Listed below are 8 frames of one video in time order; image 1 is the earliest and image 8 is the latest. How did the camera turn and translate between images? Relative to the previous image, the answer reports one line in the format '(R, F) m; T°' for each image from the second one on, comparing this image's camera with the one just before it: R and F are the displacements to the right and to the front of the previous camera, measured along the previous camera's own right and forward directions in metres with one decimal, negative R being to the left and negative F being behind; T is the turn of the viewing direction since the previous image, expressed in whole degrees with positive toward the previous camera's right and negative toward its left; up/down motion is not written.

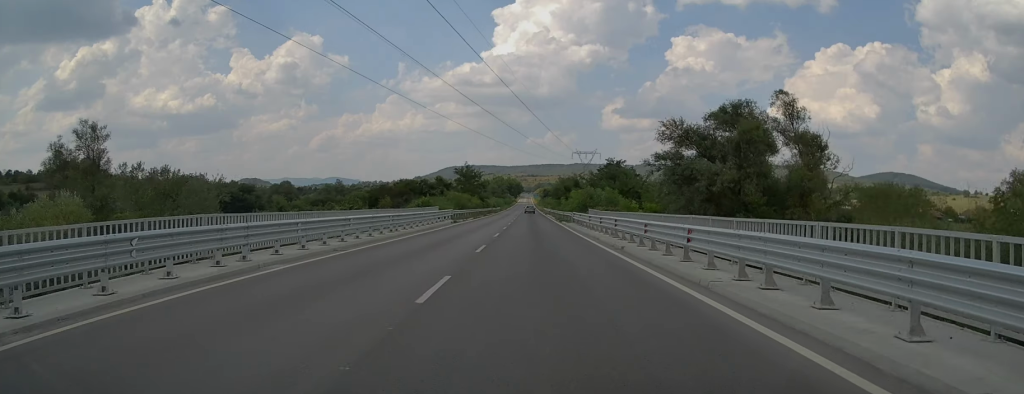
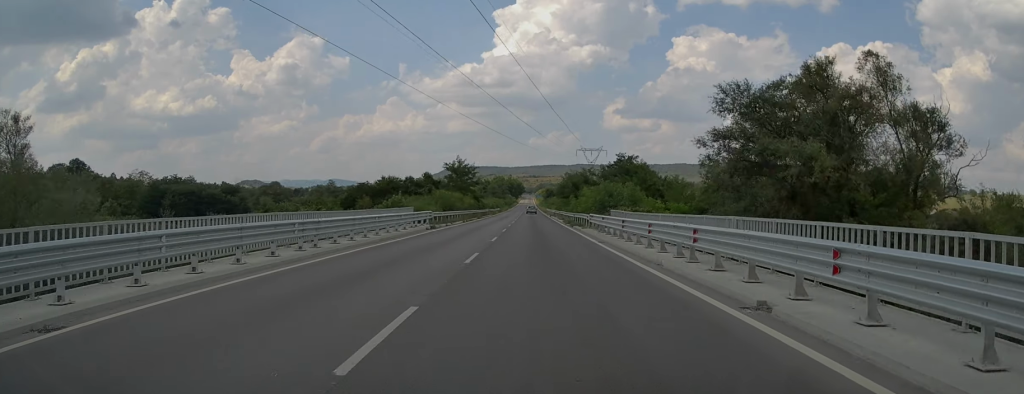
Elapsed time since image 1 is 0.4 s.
(0.0, +12.3) m; 0°
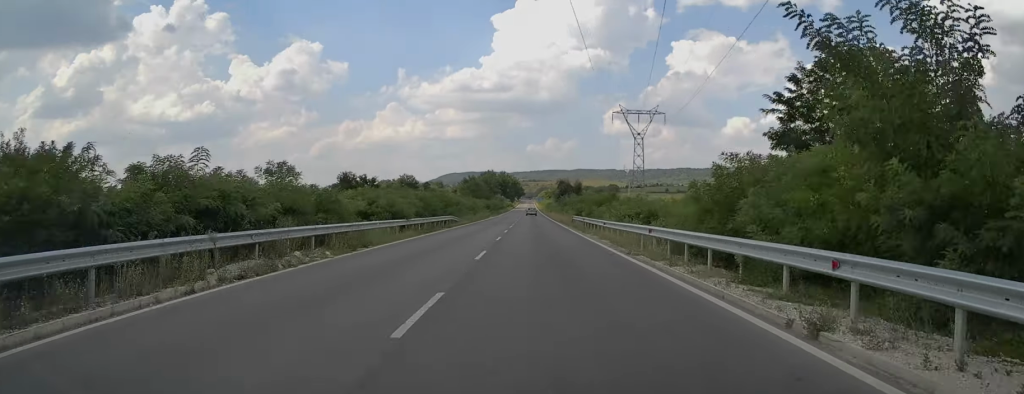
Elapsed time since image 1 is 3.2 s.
(-0.1, +79.8) m; 0°
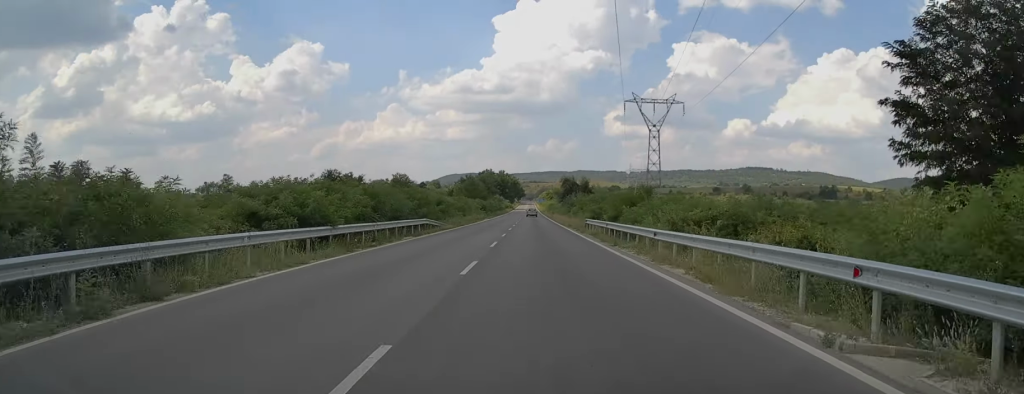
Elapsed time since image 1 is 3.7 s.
(0.0, +12.4) m; 0°
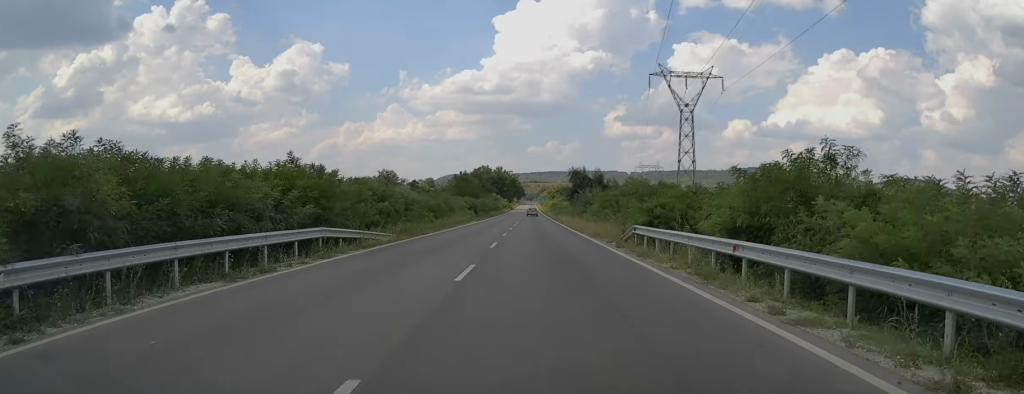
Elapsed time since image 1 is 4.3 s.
(+0.2, +19.1) m; 0°
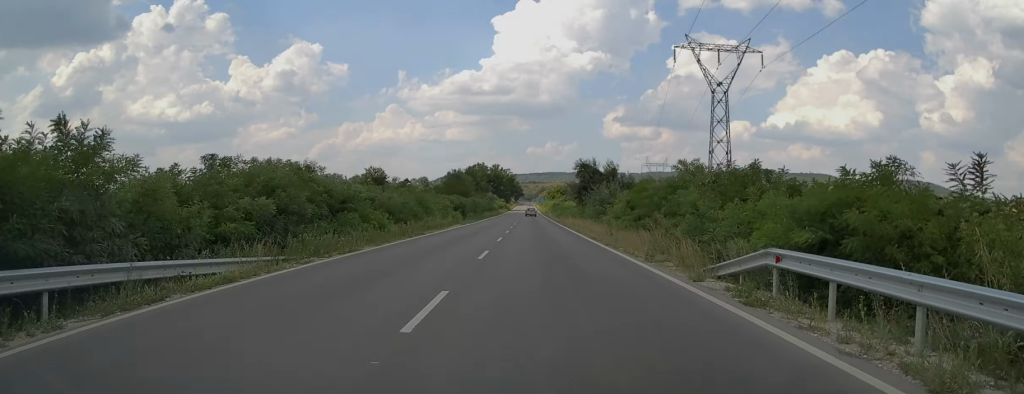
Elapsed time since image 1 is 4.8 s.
(+0.1, +13.4) m; 0°
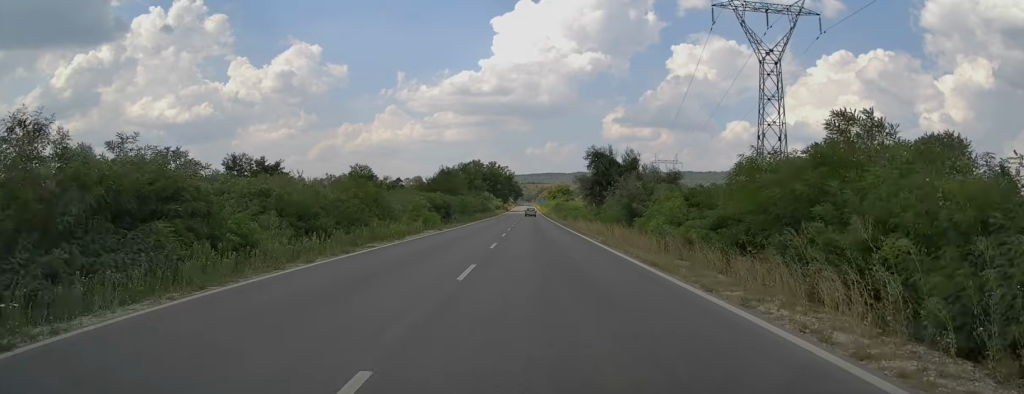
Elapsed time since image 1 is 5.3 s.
(-0.2, +13.4) m; 0°
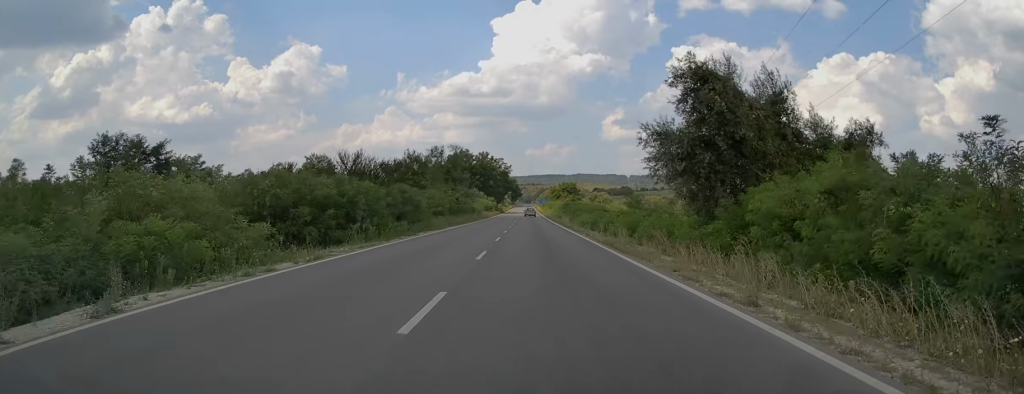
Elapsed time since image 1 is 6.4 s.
(-0.2, +31.7) m; 0°
